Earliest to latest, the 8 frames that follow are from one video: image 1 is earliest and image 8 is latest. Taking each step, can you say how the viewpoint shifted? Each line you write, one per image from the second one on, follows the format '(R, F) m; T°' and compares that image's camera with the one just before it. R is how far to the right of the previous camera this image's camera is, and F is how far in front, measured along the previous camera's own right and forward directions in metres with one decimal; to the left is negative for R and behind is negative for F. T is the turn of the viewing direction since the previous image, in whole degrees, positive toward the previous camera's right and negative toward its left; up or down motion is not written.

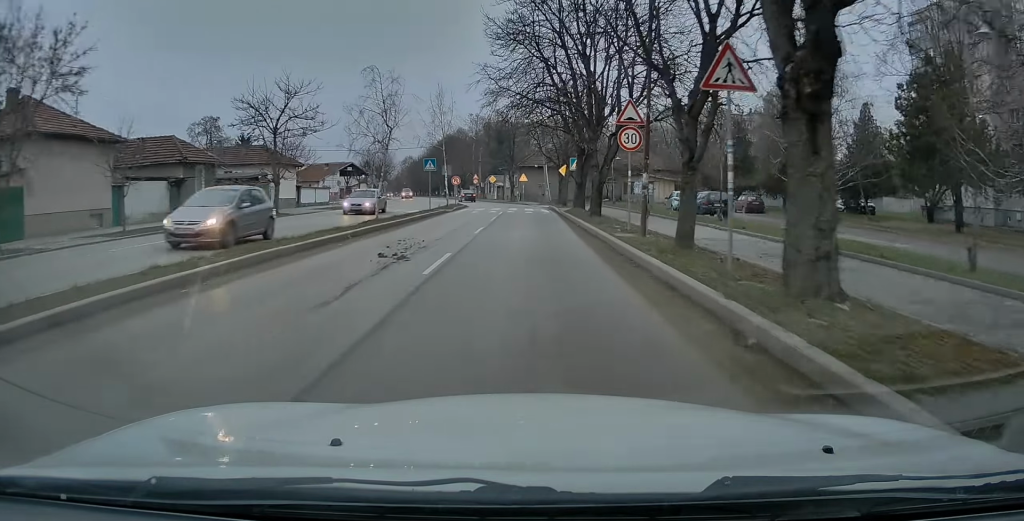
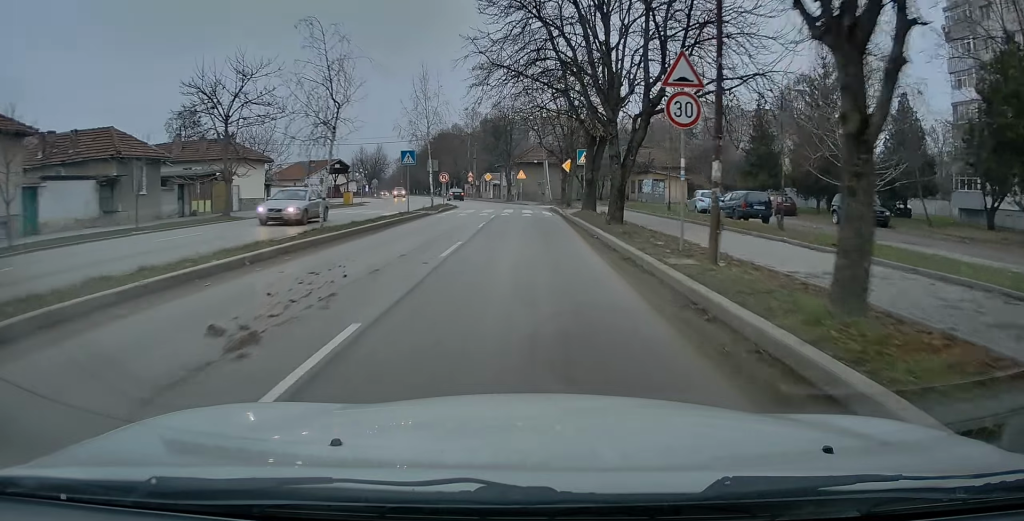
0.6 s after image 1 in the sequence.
(+0.1, +6.5) m; +1°
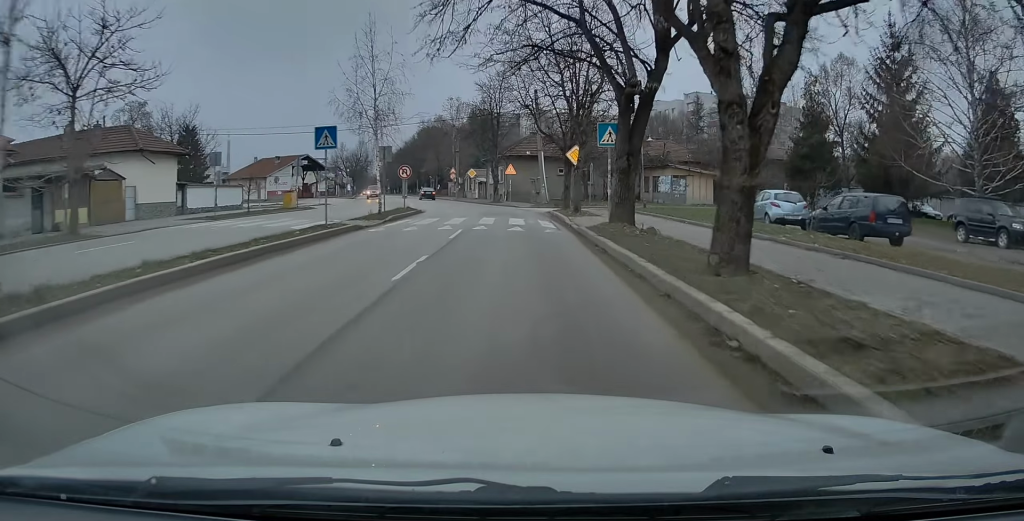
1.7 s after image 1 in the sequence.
(+0.2, +12.2) m; +1°
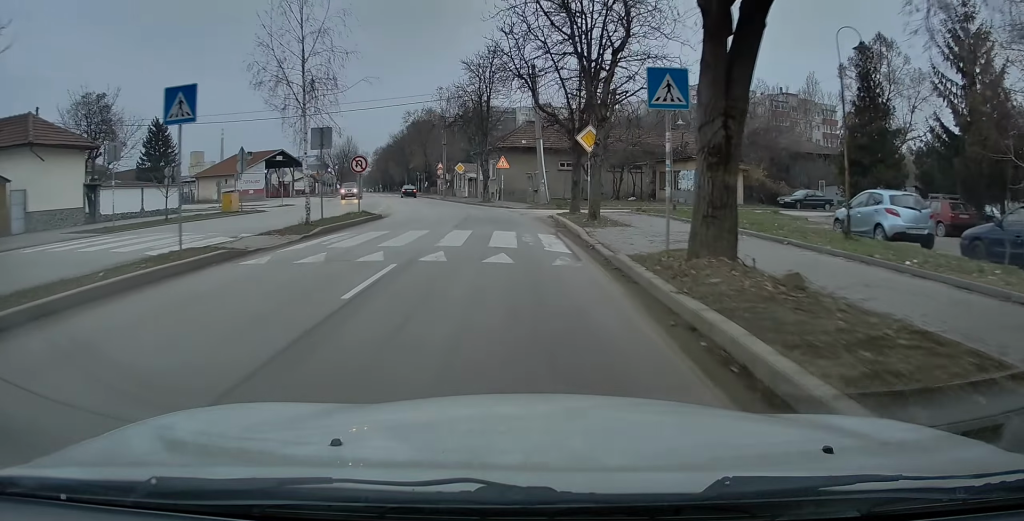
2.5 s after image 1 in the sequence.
(0.0, +8.7) m; 0°
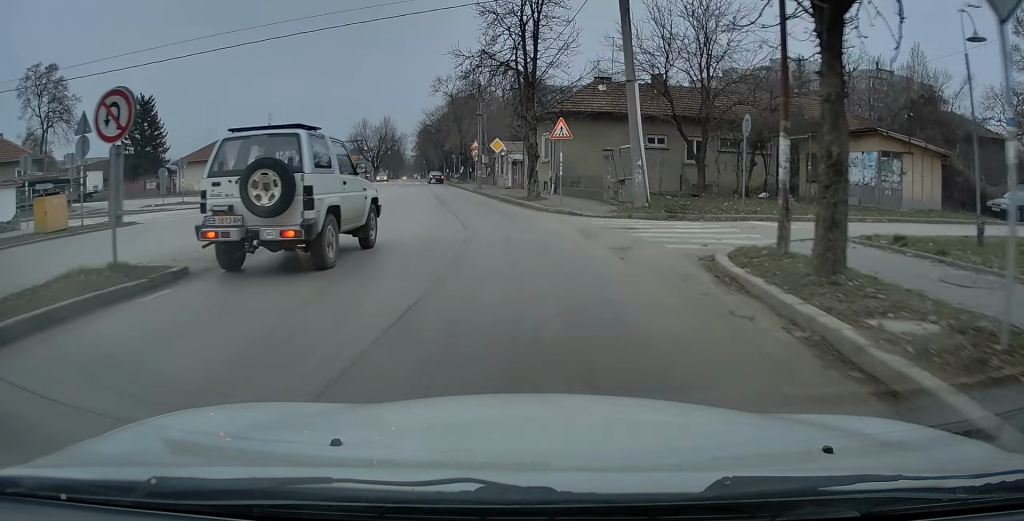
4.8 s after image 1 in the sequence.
(+0.1, +18.8) m; -3°
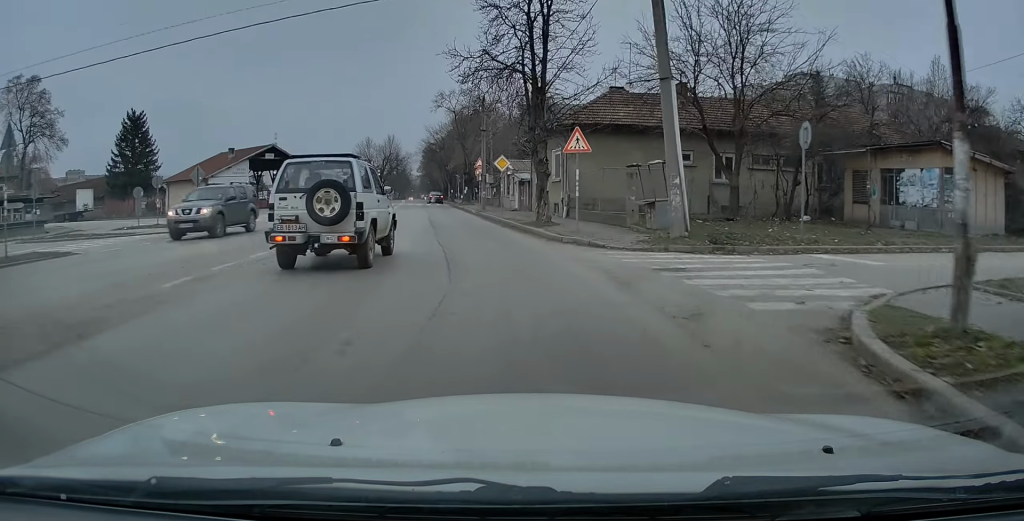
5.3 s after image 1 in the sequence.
(-0.1, +3.9) m; -3°
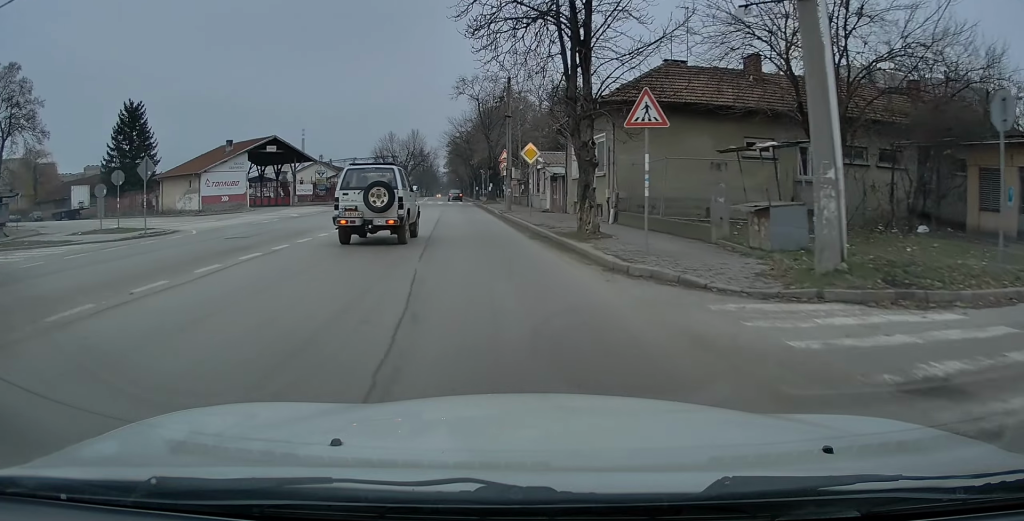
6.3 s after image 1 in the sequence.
(-0.3, +6.7) m; -5°
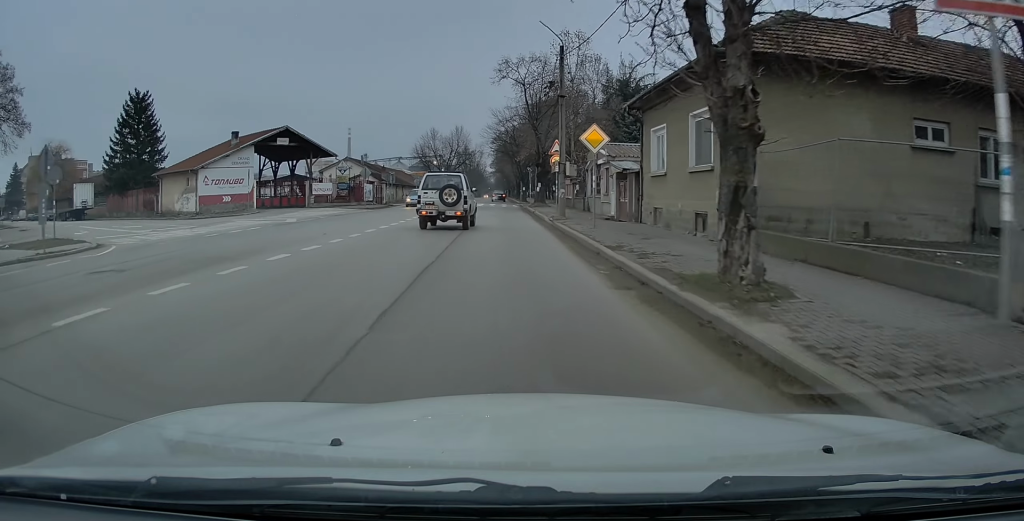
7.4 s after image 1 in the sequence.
(-0.4, +8.4) m; -5°
